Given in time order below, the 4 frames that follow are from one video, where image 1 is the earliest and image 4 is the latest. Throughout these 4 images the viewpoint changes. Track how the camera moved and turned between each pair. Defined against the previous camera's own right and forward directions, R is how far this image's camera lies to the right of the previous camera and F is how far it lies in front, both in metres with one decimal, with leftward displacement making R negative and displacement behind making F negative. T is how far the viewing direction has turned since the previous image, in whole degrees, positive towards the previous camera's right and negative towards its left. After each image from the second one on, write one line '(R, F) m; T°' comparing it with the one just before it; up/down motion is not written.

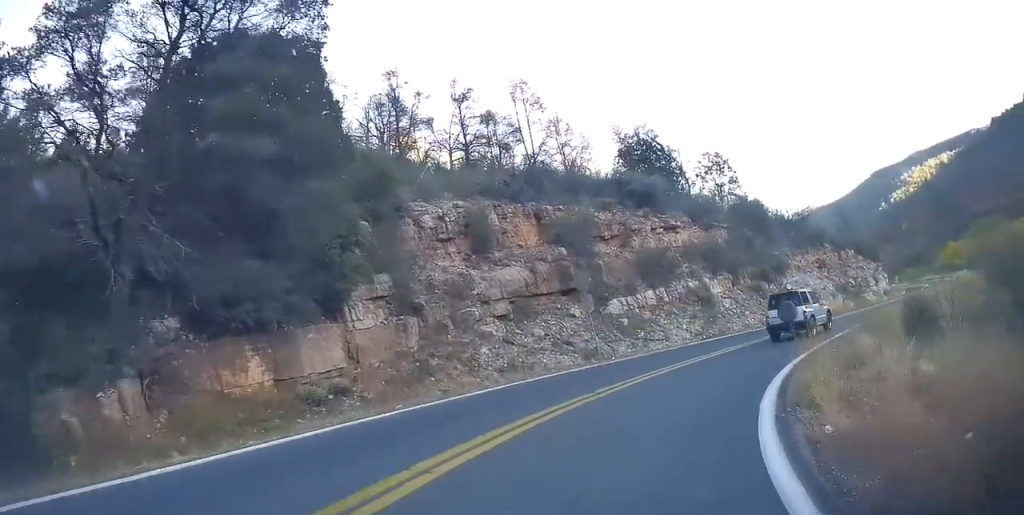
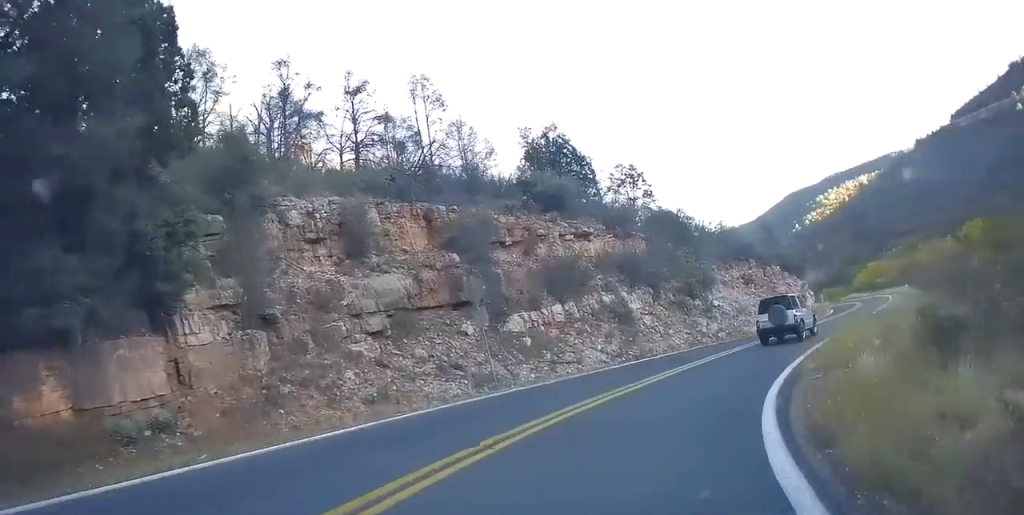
(-0.2, +4.4) m; +8°
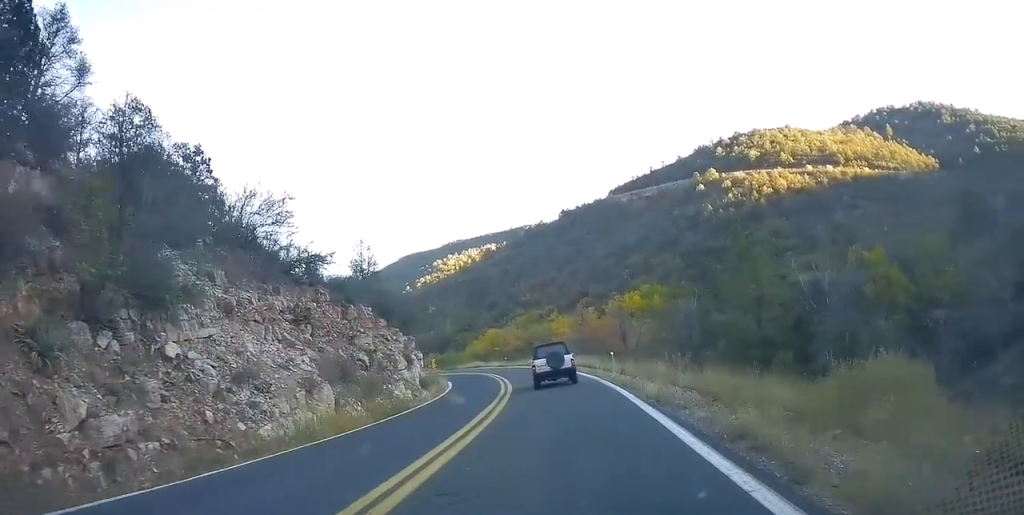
(+8.8, +22.9) m; +31°
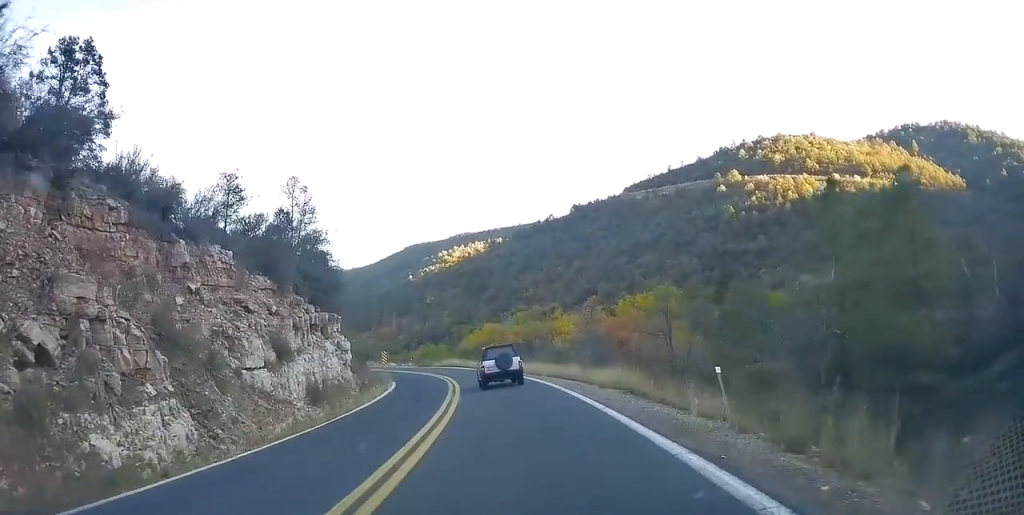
(+1.3, +20.0) m; +4°
